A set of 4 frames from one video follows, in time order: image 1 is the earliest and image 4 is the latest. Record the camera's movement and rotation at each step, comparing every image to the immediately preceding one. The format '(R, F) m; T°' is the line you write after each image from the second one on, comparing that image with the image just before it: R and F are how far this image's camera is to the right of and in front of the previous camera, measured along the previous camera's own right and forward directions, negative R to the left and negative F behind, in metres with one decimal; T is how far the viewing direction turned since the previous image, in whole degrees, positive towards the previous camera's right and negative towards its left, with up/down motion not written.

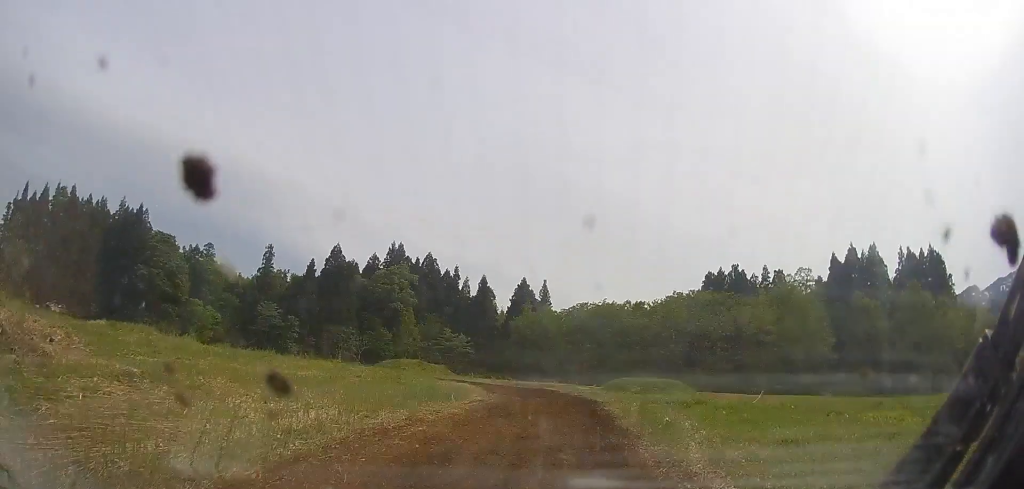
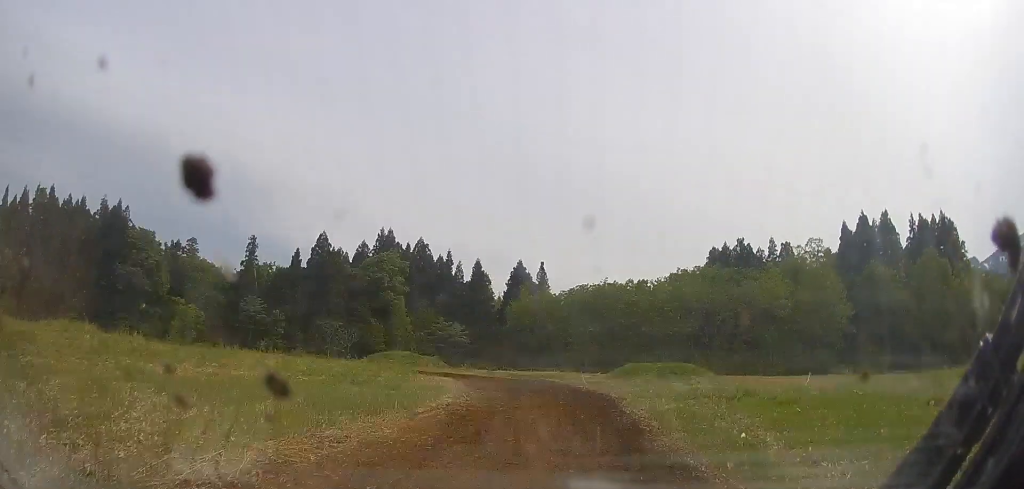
(0.0, +5.4) m; 0°
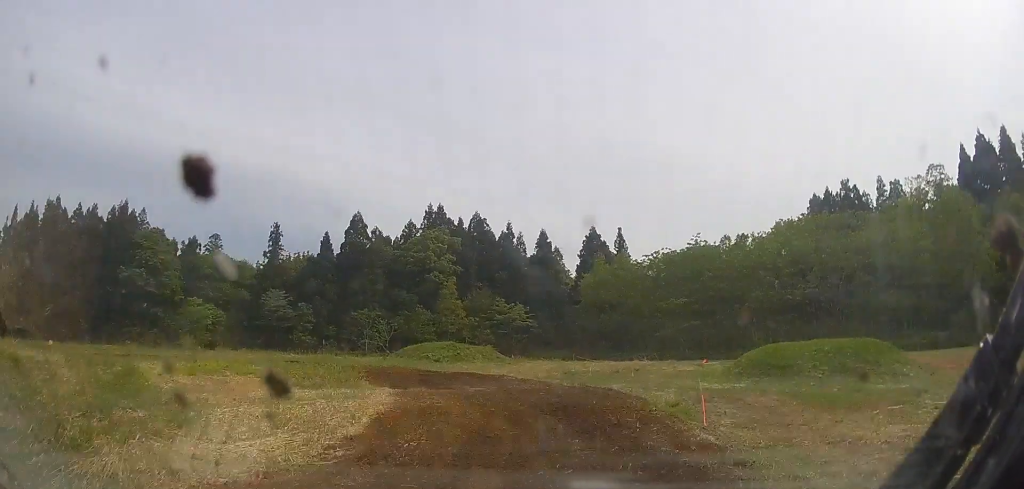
(0.0, +16.9) m; -10°
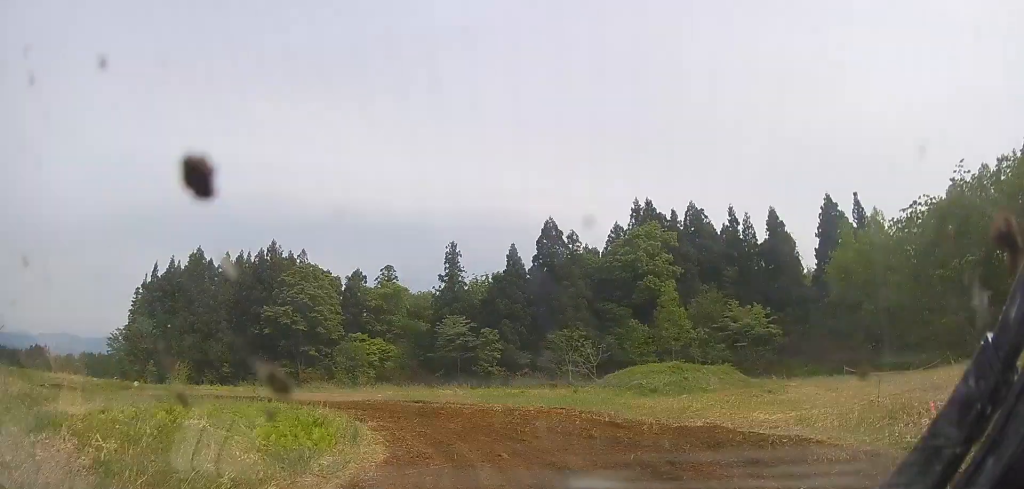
(-6.2, +15.3) m; -34°
